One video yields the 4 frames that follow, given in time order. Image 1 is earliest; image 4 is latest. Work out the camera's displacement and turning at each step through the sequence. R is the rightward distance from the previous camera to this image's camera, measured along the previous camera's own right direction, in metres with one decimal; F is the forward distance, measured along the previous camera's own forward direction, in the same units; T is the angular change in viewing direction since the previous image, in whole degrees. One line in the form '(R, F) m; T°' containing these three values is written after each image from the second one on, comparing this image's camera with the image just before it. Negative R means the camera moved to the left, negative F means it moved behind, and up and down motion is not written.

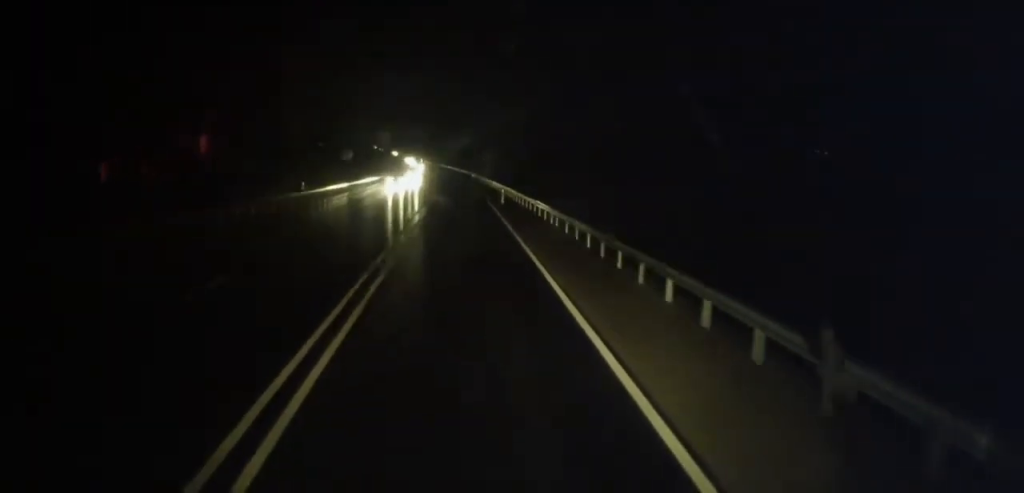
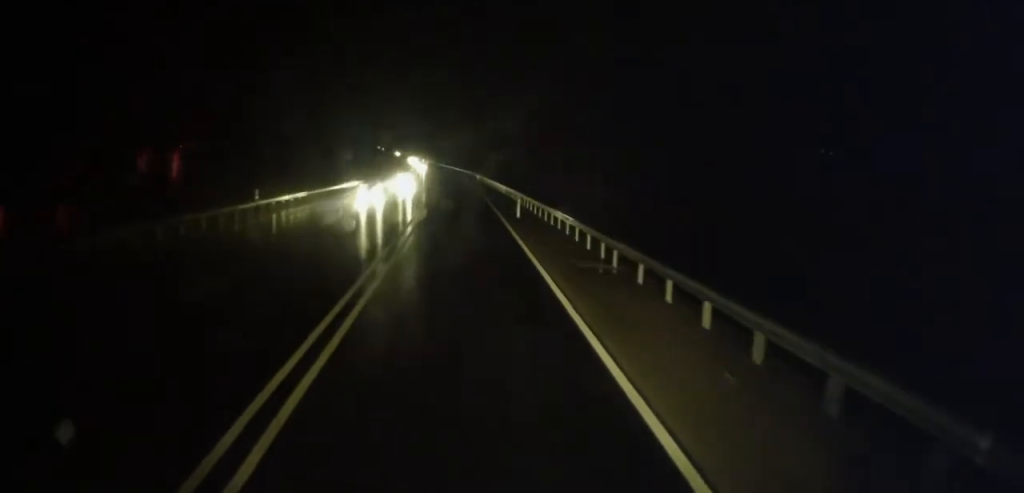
(0.0, +10.1) m; 0°
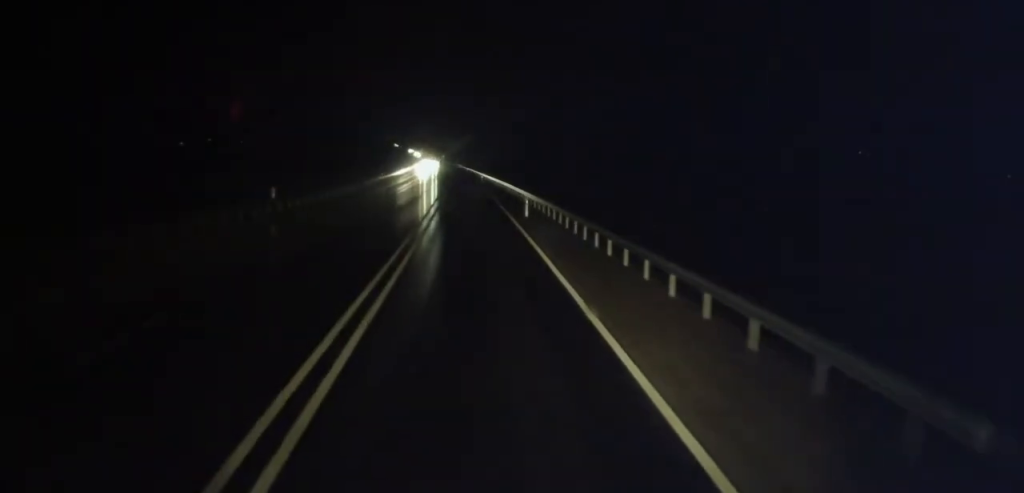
(-3.6, +102.7) m; -2°
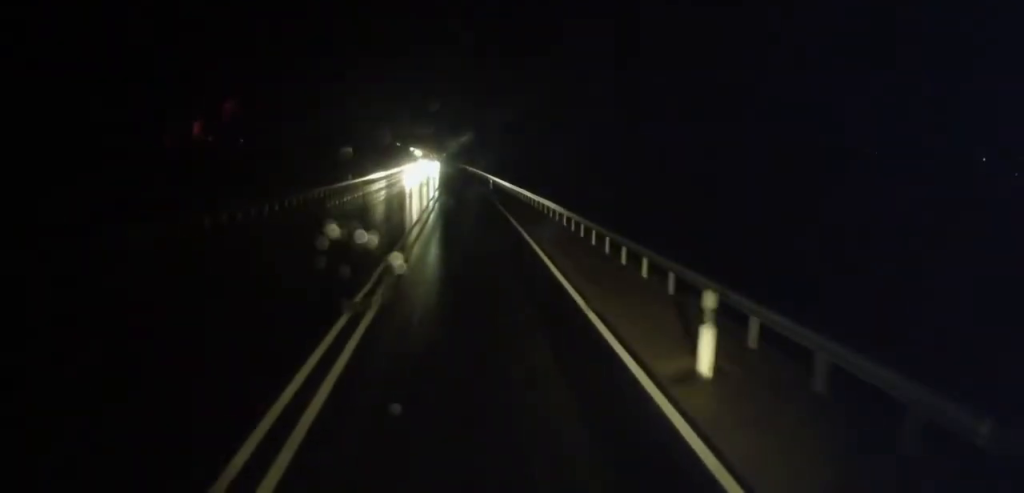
(0.0, +23.8) m; 0°
